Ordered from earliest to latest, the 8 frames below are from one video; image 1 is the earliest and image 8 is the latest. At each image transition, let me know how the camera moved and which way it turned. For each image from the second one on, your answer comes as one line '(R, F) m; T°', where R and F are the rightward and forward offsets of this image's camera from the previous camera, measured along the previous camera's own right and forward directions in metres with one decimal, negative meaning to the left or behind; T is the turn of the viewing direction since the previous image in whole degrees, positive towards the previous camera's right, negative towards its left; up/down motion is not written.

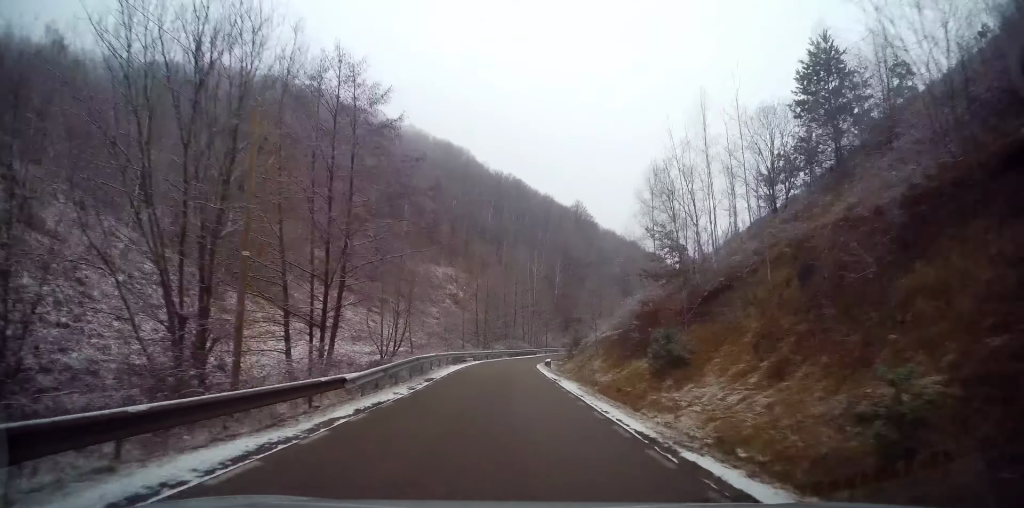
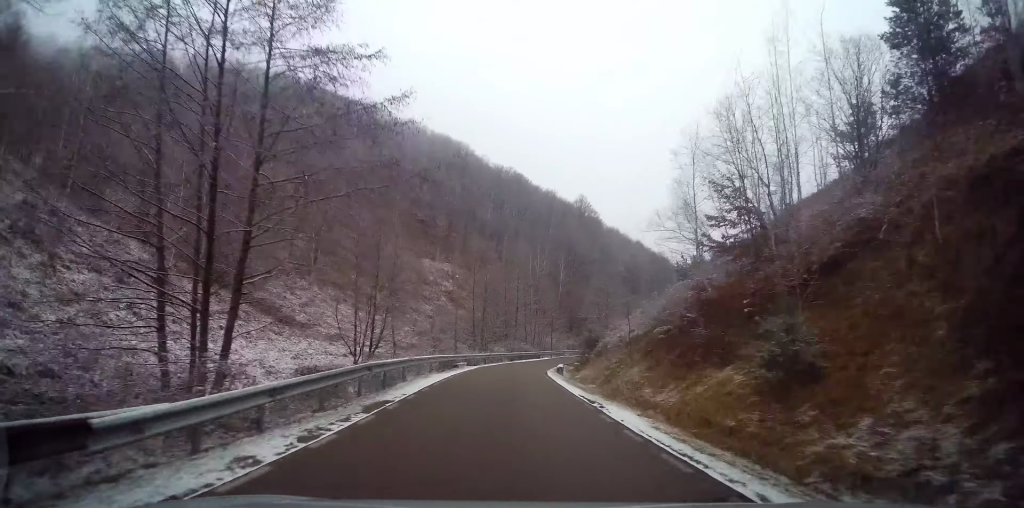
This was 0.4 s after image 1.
(0.0, +8.3) m; +1°
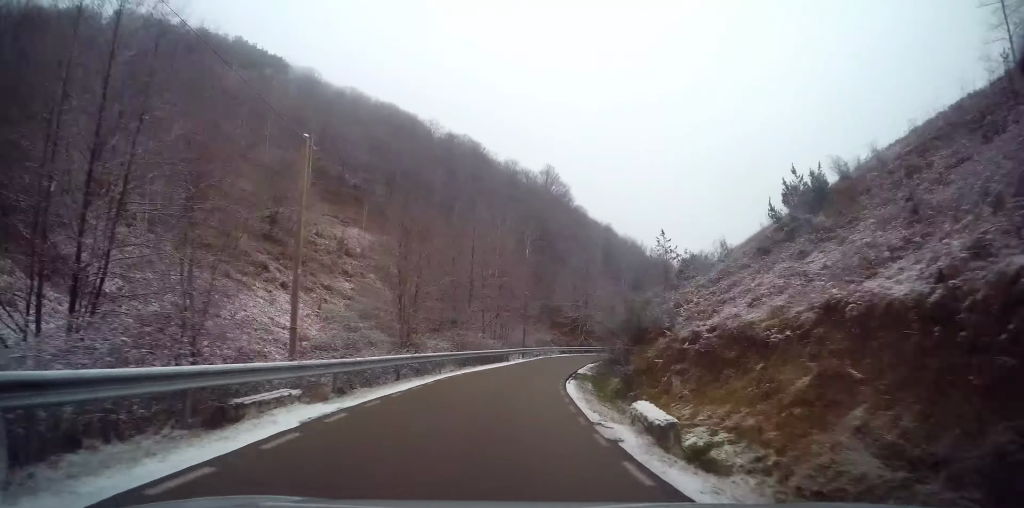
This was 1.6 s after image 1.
(+0.7, +24.4) m; +5°
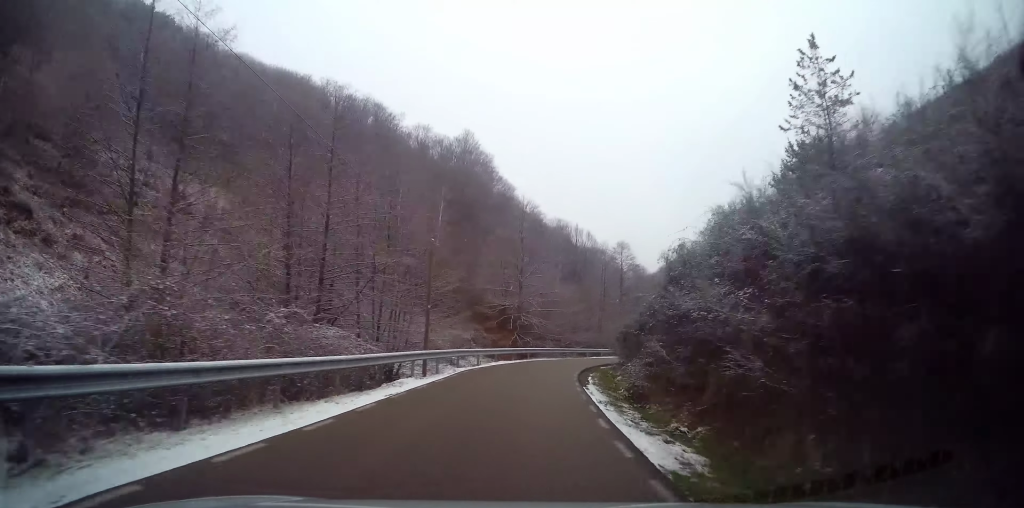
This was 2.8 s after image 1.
(+1.1, +23.0) m; +9°
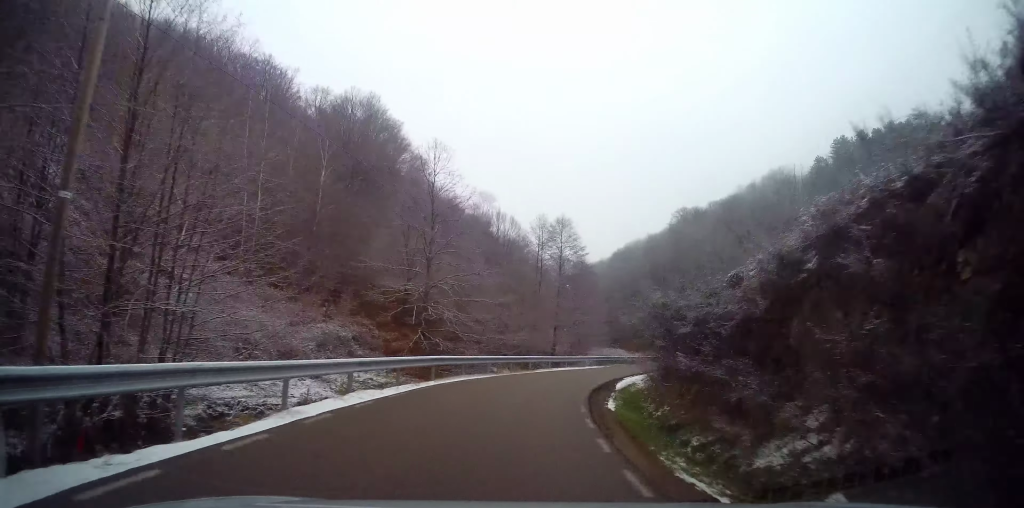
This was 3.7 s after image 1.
(+1.8, +17.6) m; +12°
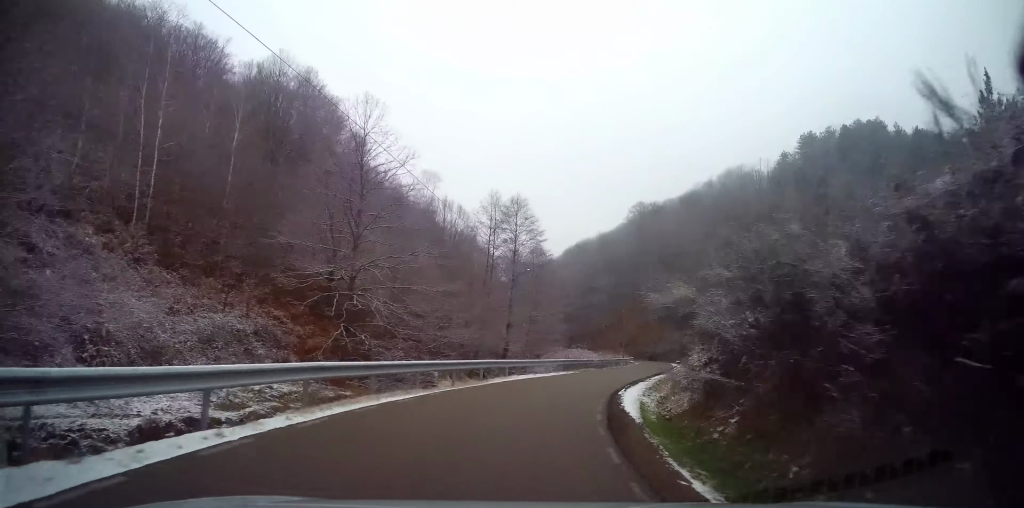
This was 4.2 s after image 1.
(+0.9, +8.5) m; +6°
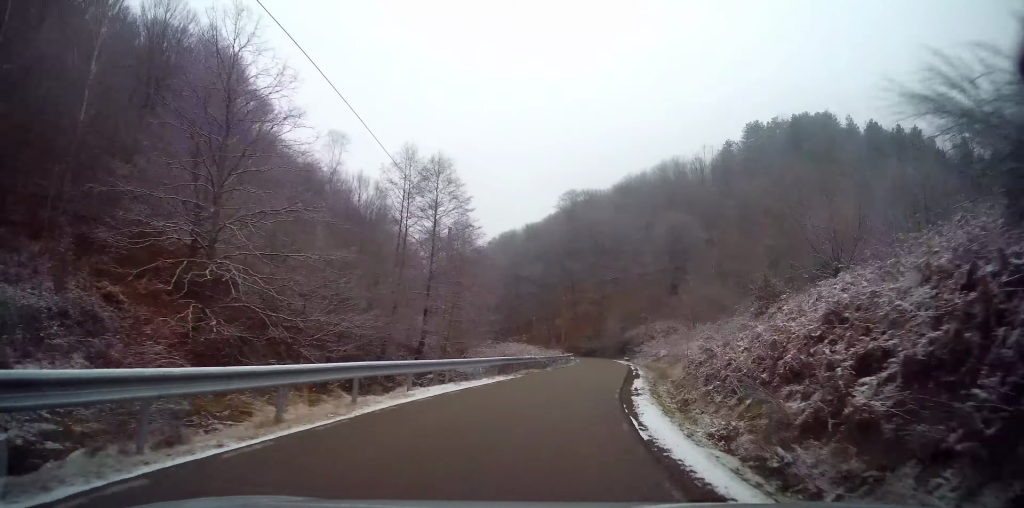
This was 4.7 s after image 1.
(+0.4, +10.4) m; +7°
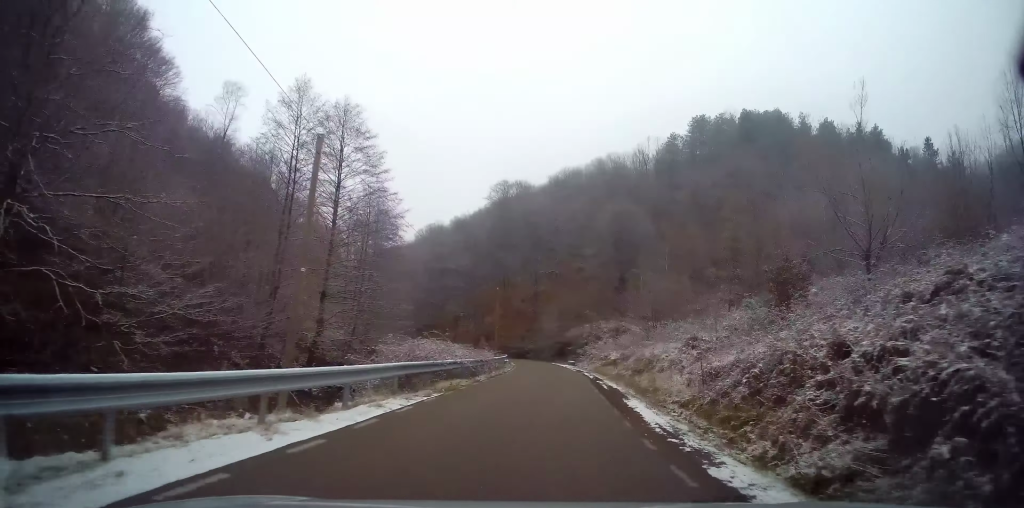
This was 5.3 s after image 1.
(+0.9, +9.6) m; +4°
